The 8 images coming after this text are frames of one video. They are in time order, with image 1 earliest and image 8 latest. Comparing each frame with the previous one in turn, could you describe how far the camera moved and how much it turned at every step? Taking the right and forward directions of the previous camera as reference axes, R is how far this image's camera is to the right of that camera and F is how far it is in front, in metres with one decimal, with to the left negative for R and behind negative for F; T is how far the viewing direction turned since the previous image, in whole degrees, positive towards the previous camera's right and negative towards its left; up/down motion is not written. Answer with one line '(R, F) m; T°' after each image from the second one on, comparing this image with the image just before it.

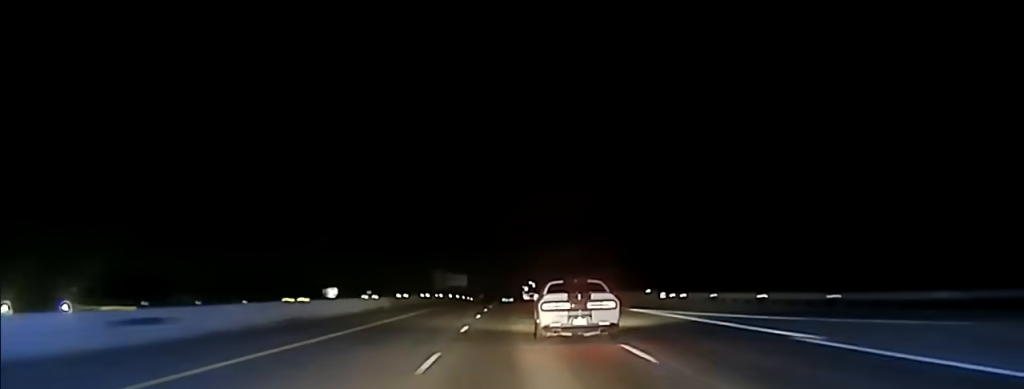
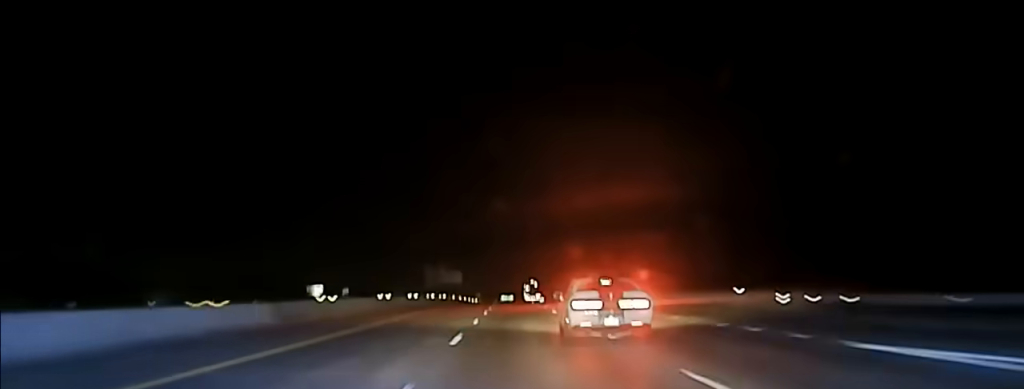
(+0.2, +30.4) m; 0°
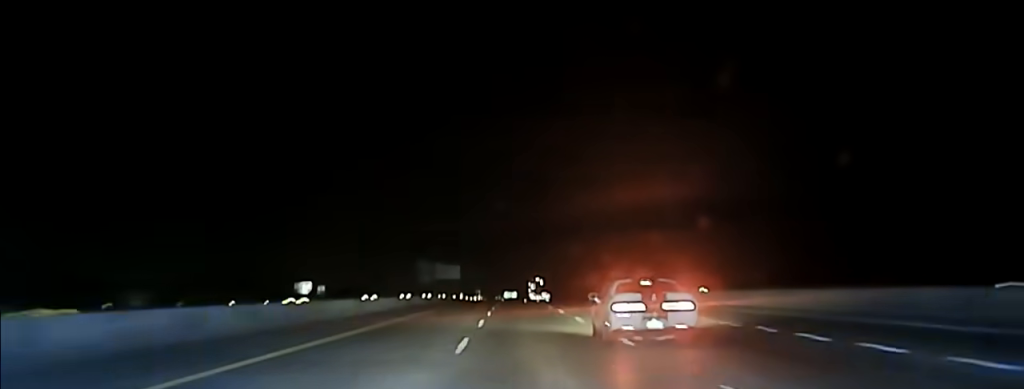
(0.0, +26.7) m; 0°
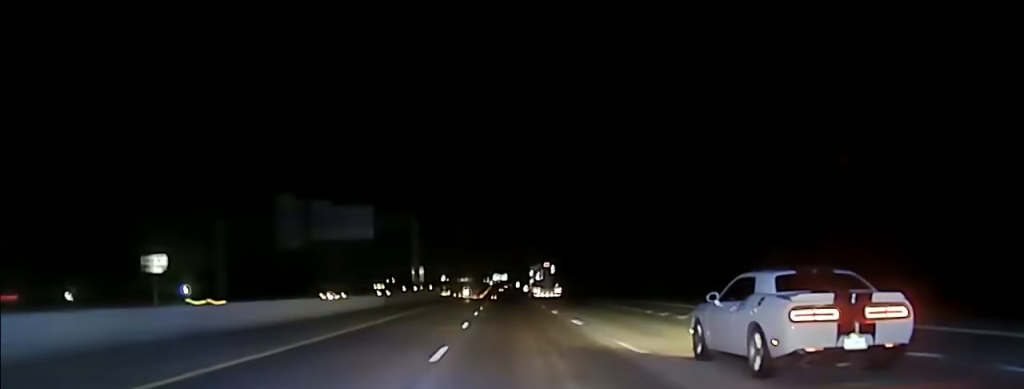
(+0.5, +137.0) m; 0°
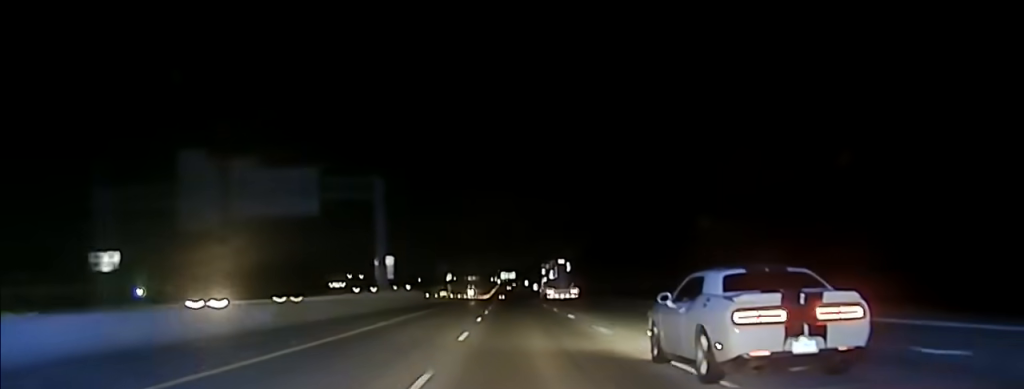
(-0.4, +30.3) m; 0°
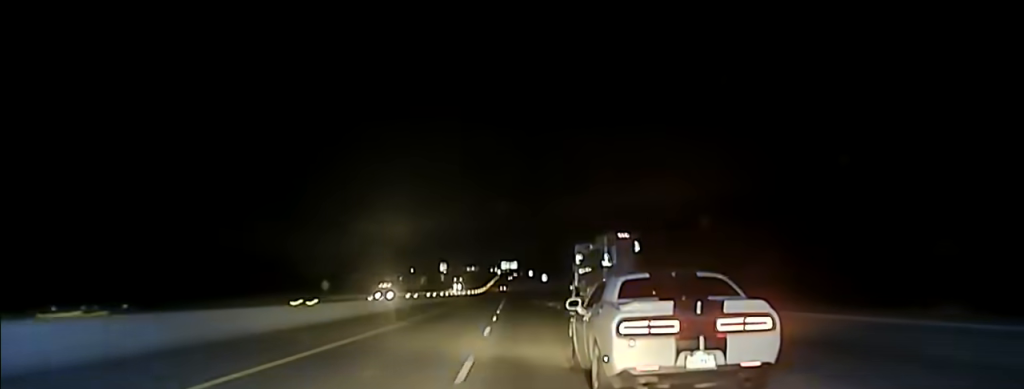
(-0.6, +91.8) m; 0°
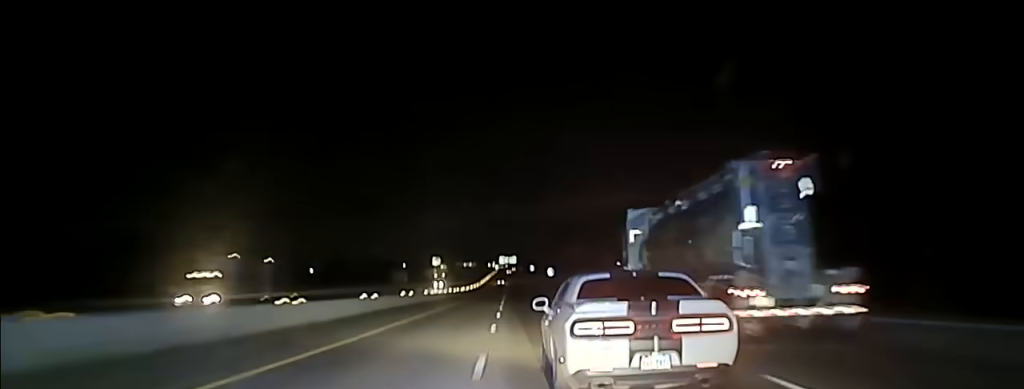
(0.0, +56.8) m; 0°
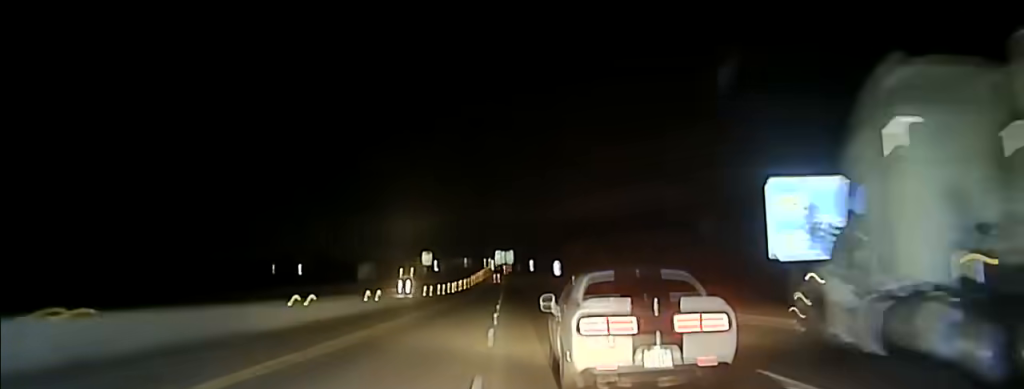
(+0.4, +51.8) m; 0°
